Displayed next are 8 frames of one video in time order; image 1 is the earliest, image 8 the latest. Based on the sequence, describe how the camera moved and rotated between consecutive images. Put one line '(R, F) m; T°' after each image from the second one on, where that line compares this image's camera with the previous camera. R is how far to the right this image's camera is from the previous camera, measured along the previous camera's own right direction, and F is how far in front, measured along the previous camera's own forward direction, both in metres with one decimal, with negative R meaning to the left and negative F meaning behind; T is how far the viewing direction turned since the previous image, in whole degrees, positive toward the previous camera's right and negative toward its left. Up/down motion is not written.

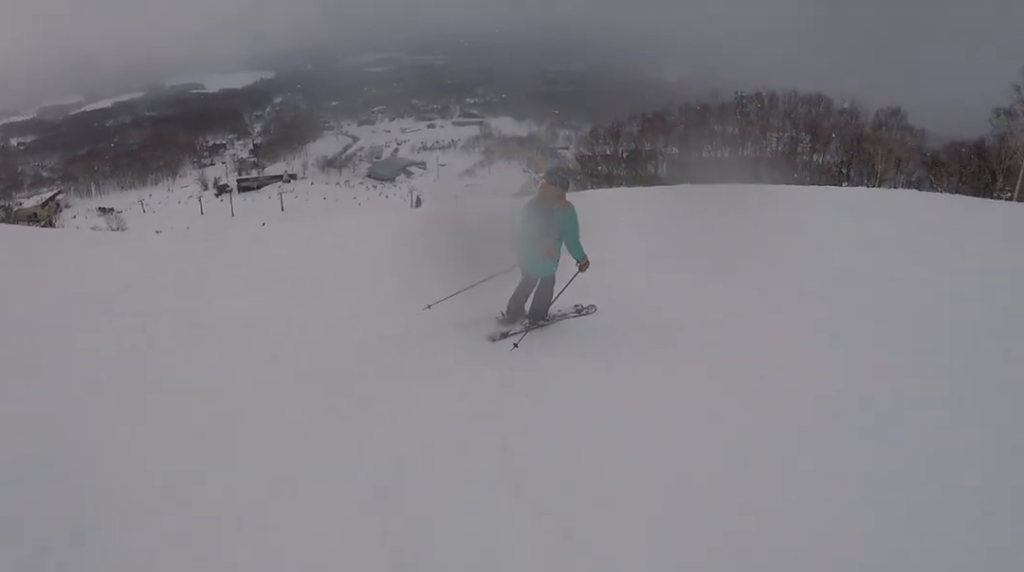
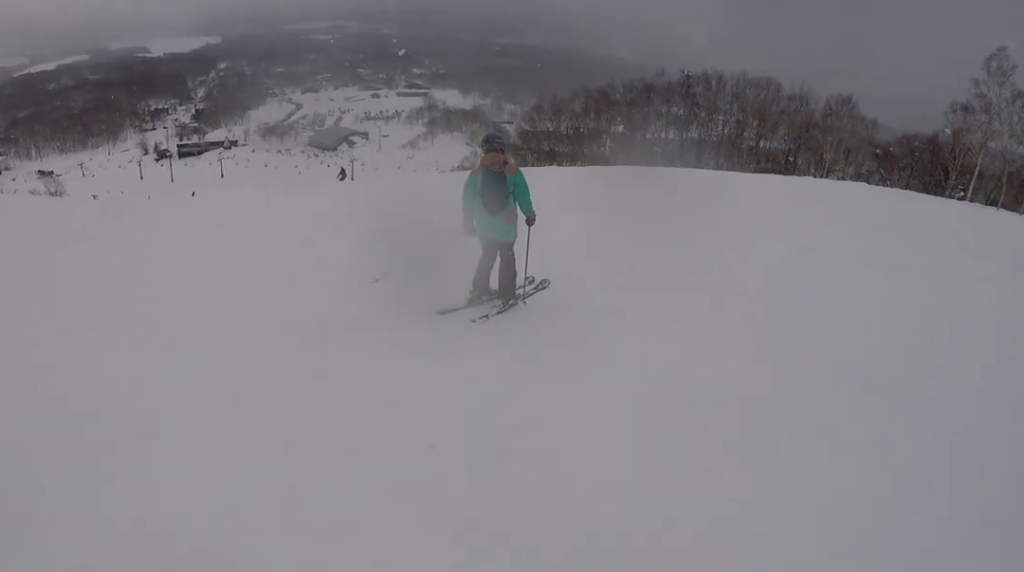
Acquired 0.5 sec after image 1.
(+0.7, +2.2) m; -9°
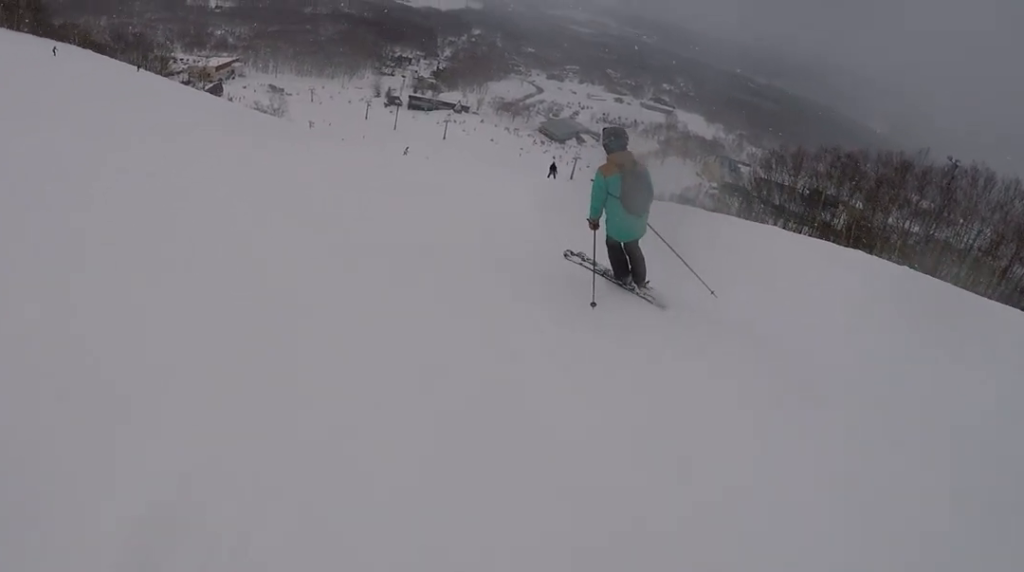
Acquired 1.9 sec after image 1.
(-2.7, +5.8) m; -46°
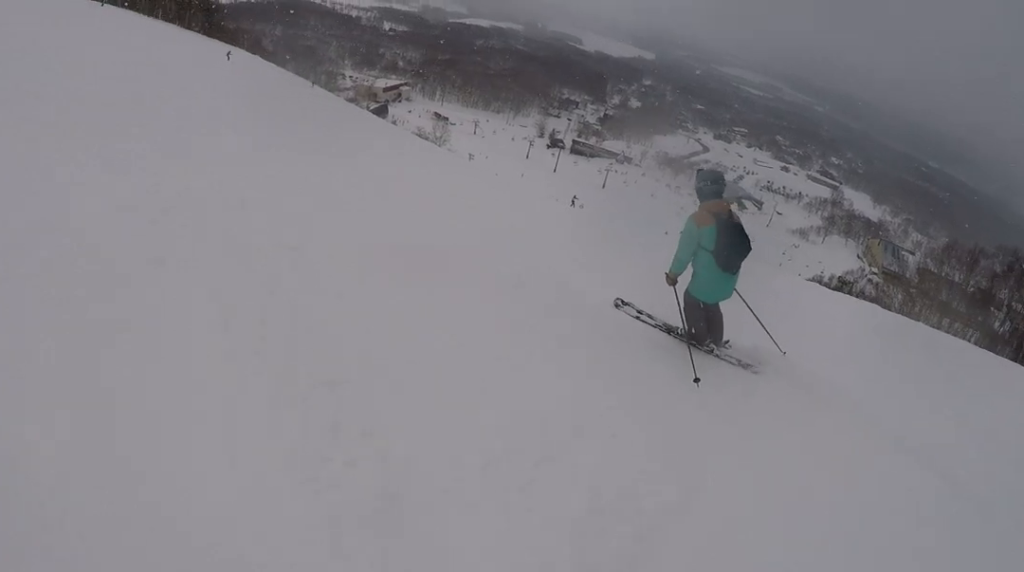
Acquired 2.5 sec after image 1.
(-0.3, +2.4) m; -5°
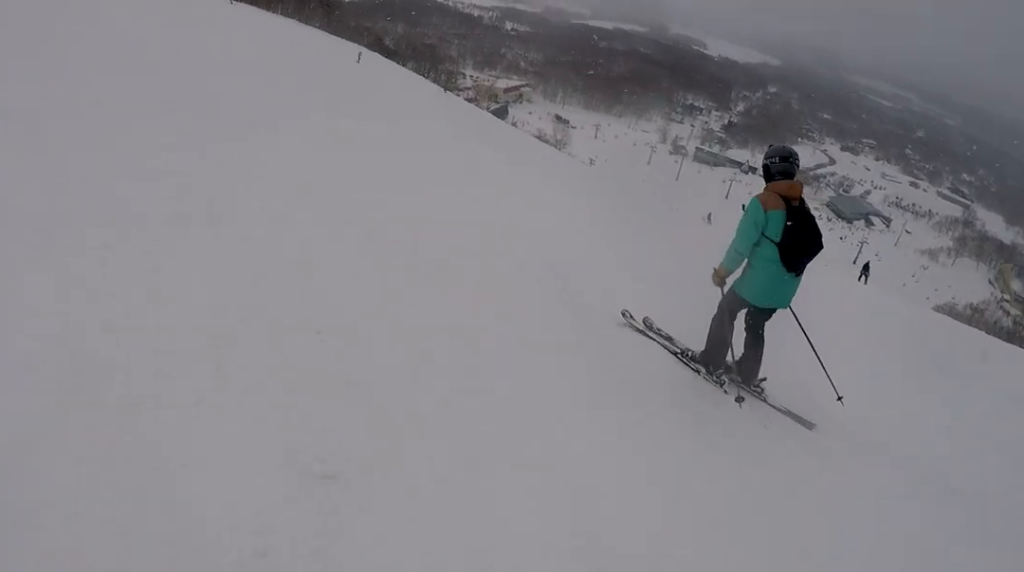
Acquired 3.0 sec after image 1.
(-0.1, +2.7) m; -1°
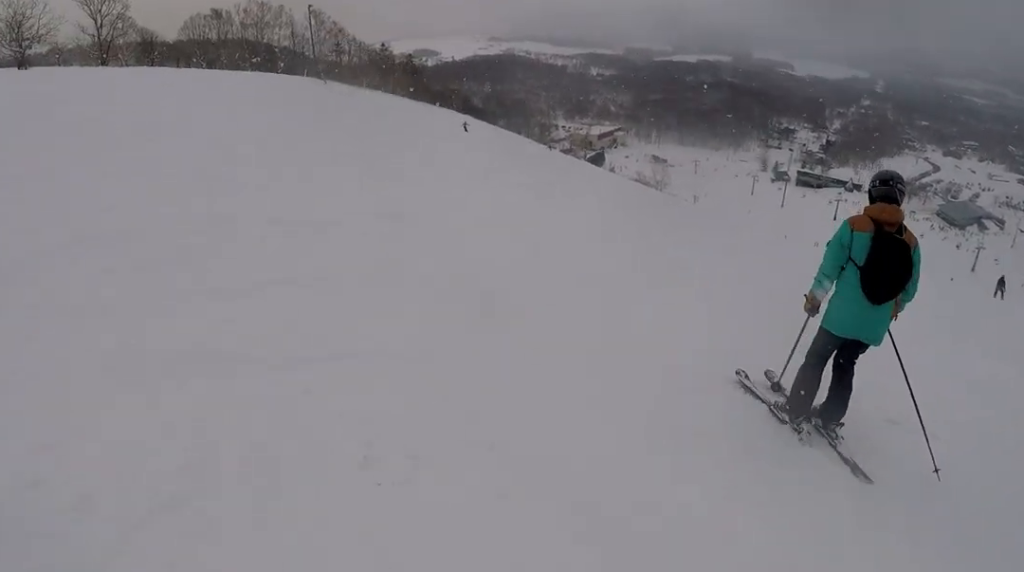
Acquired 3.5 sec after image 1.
(-0.2, +2.5) m; +7°
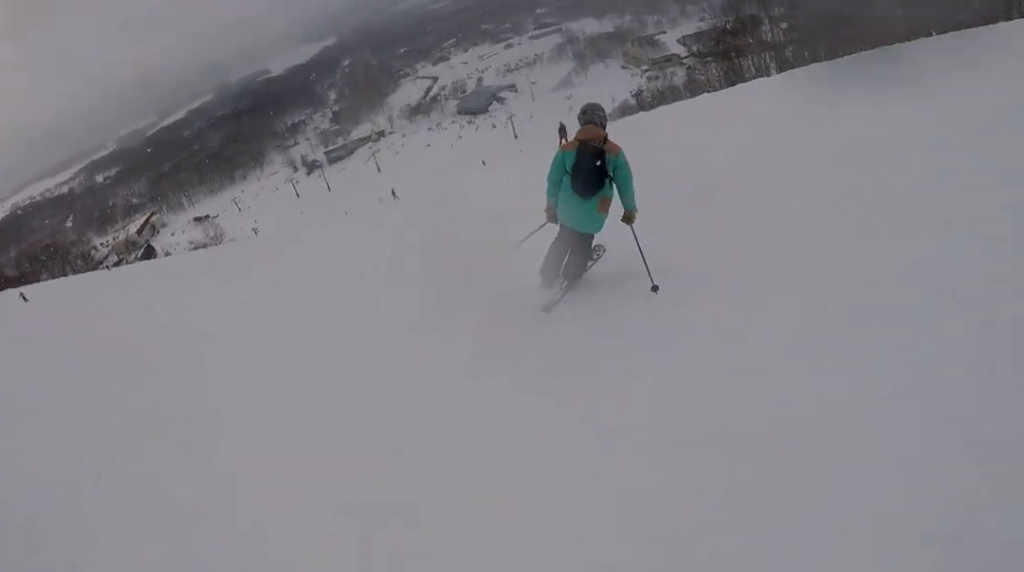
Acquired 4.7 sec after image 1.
(+1.2, +5.4) m; +29°
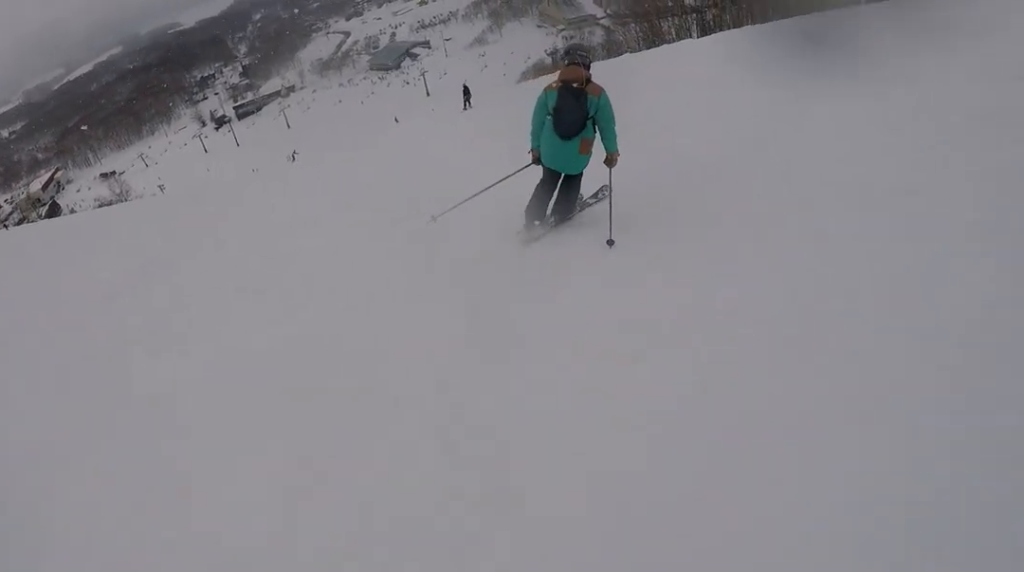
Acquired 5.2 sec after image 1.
(+0.4, +2.4) m; +8°
